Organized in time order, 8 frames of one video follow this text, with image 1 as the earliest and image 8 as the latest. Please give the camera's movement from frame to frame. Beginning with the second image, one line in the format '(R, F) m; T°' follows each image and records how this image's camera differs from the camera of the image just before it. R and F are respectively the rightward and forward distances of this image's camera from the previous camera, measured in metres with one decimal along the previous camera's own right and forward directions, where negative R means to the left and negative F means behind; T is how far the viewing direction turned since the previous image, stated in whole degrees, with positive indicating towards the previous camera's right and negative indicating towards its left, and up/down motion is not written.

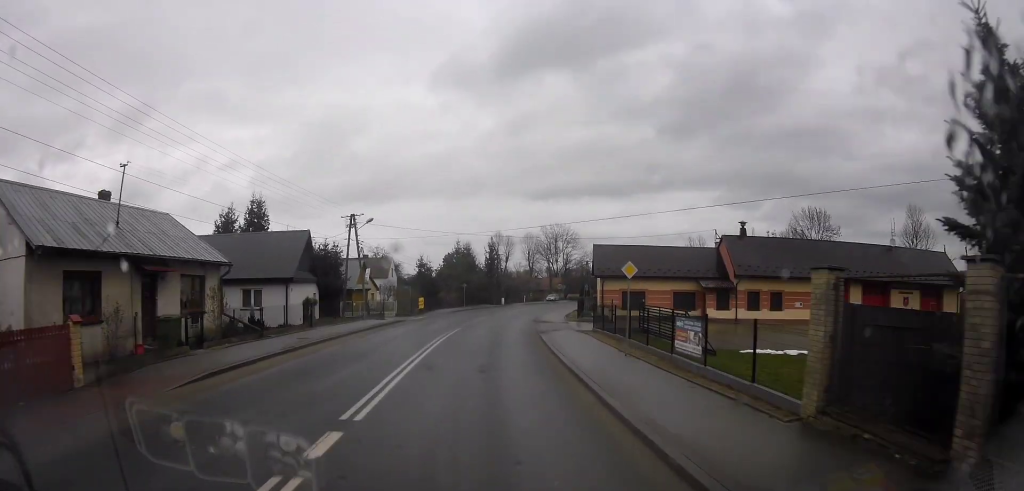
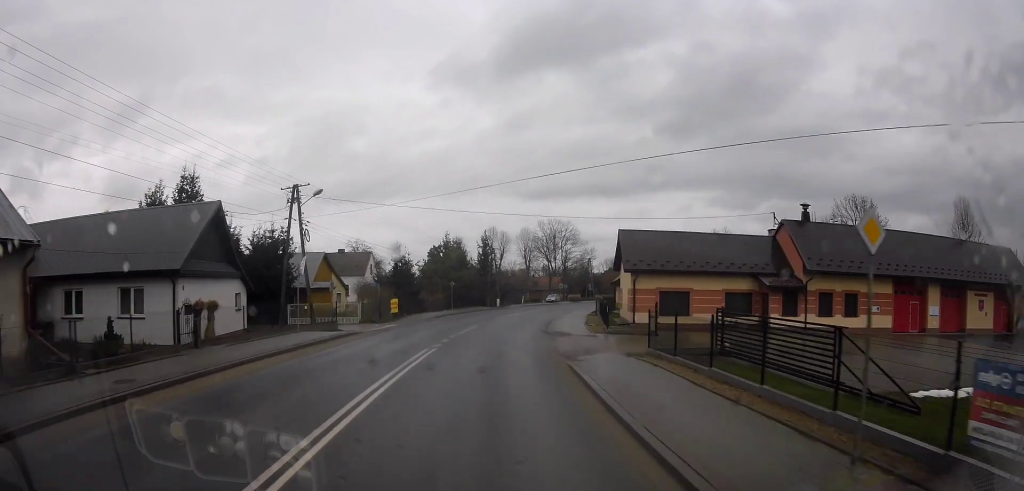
(-0.4, +10.4) m; -2°
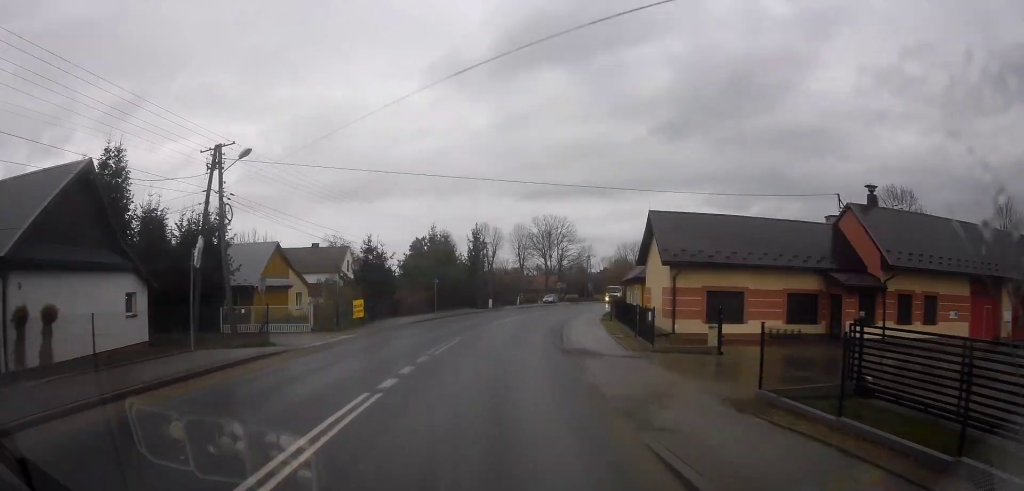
(-0.1, +8.2) m; -1°
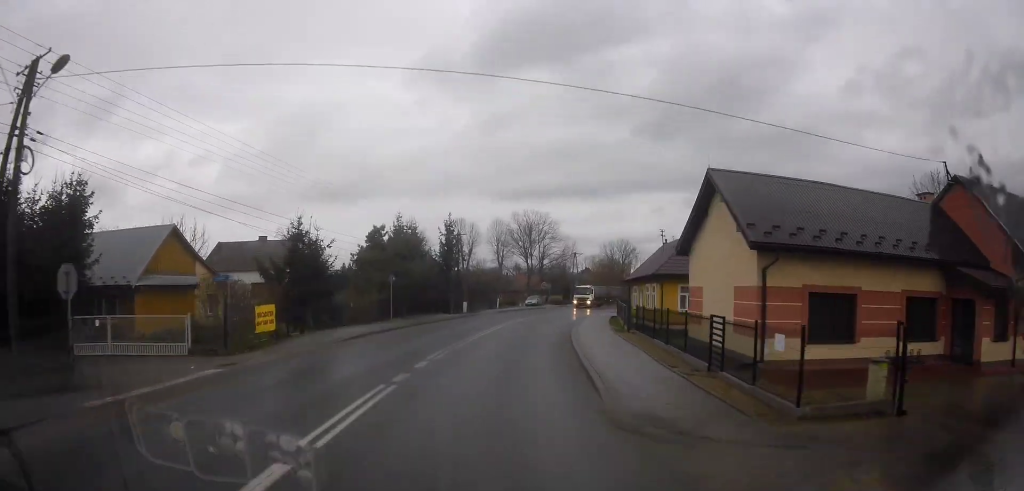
(0.0, +9.5) m; -1°
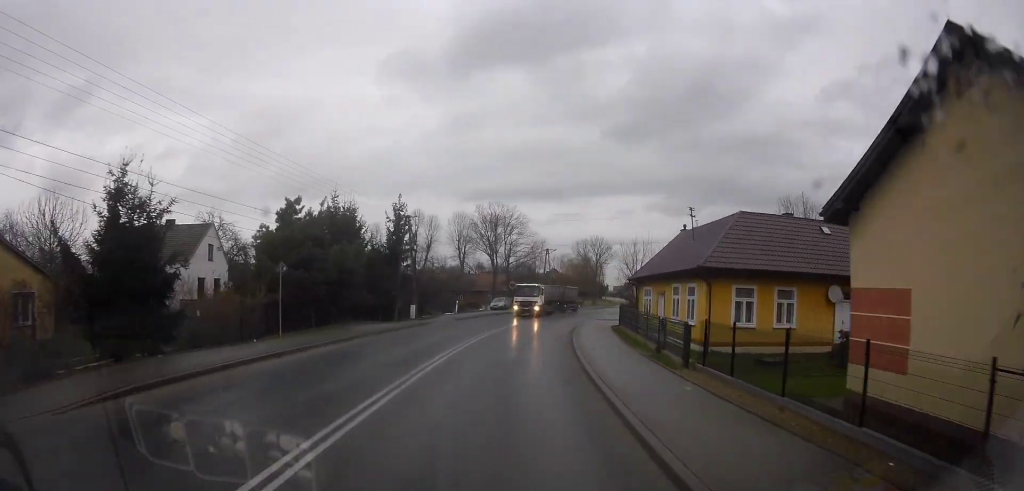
(-0.1, +11.2) m; +2°
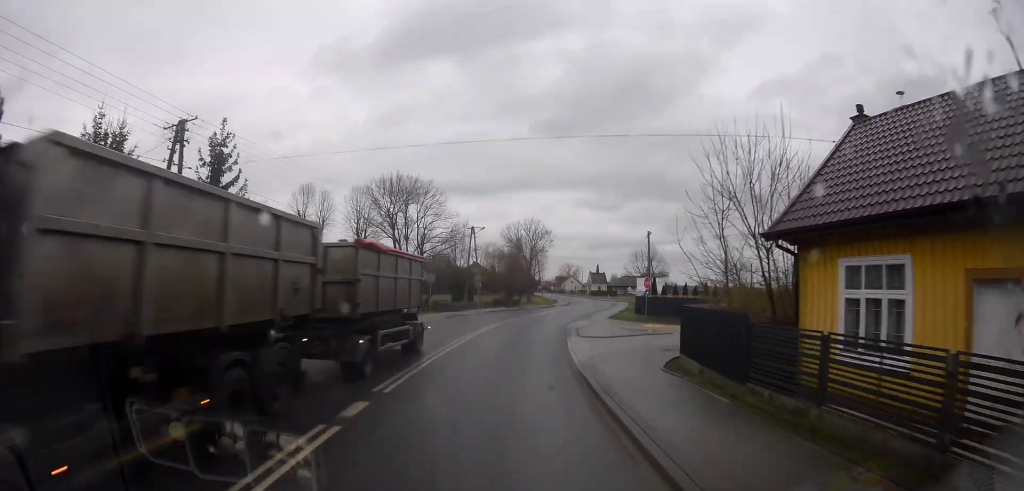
(+2.1, +21.8) m; +14°
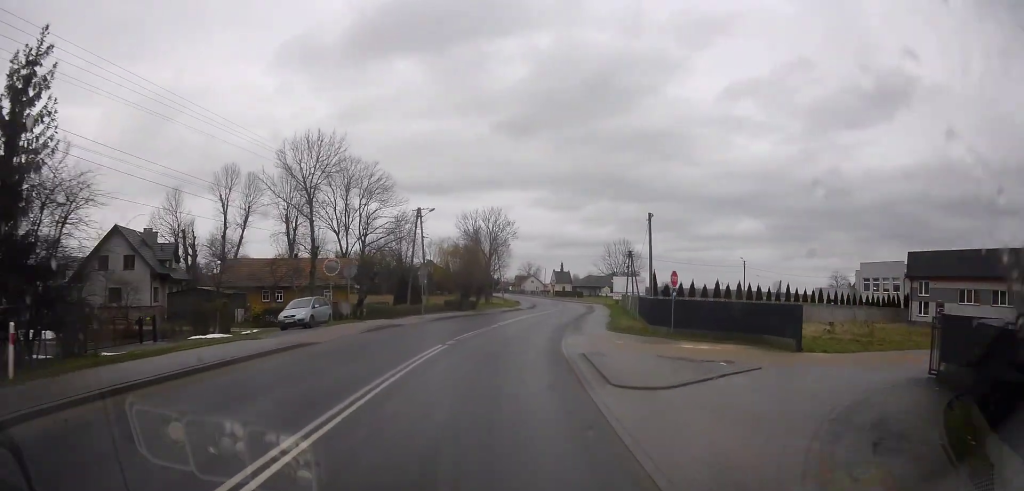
(+0.9, +12.7) m; +5°
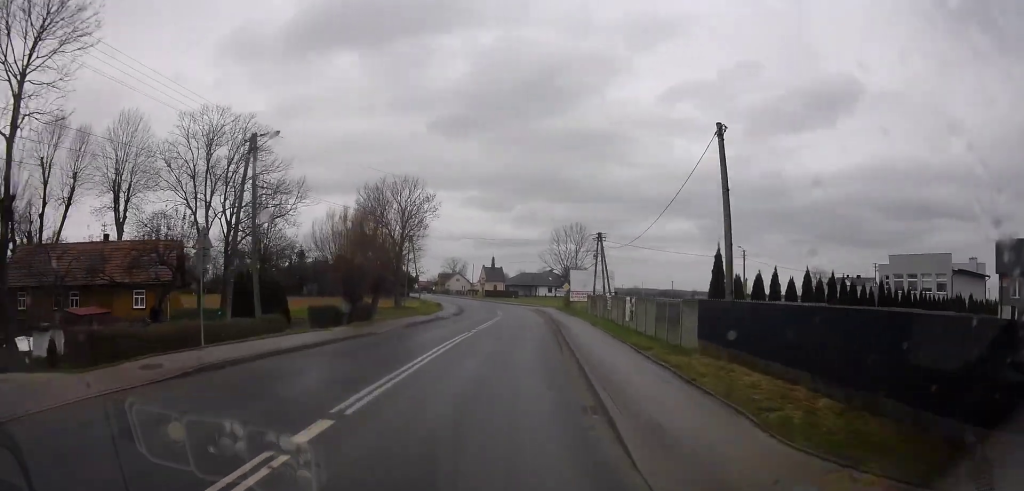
(+0.7, +21.5) m; +8°
